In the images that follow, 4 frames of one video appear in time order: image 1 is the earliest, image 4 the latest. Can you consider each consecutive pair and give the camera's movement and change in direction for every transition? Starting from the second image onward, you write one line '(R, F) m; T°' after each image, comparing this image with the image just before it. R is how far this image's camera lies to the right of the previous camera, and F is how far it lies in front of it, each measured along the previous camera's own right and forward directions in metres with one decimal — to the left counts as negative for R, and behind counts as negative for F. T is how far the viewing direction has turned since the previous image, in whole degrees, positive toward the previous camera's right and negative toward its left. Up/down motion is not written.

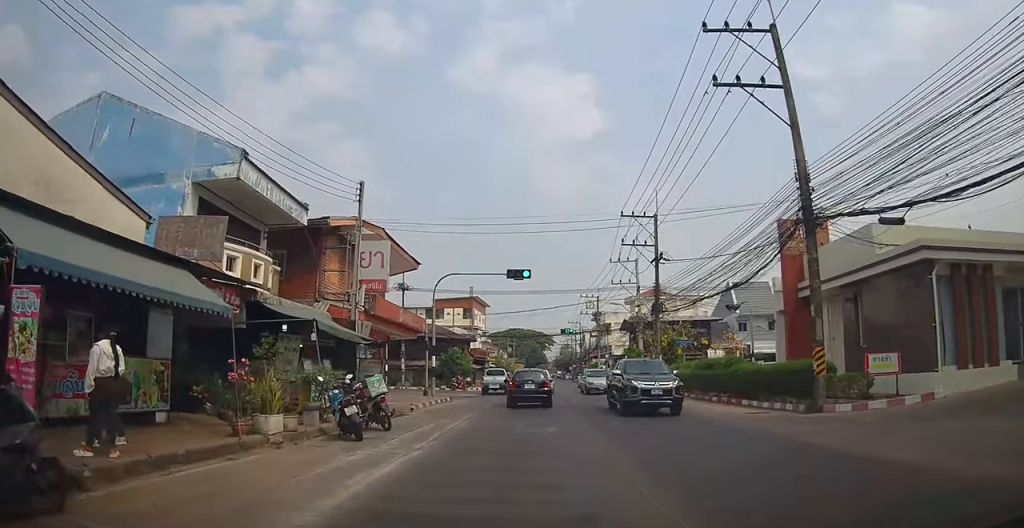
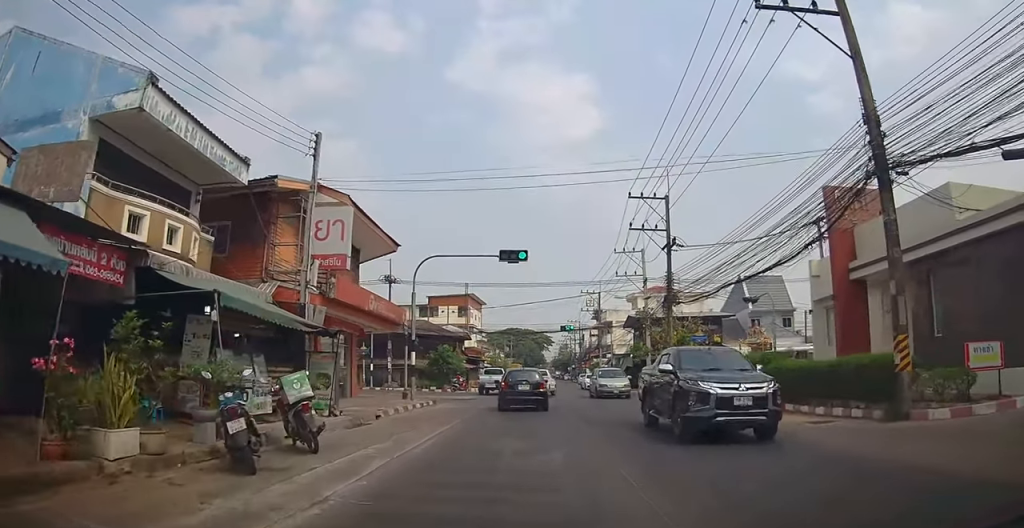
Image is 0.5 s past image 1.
(0.0, +4.5) m; 0°
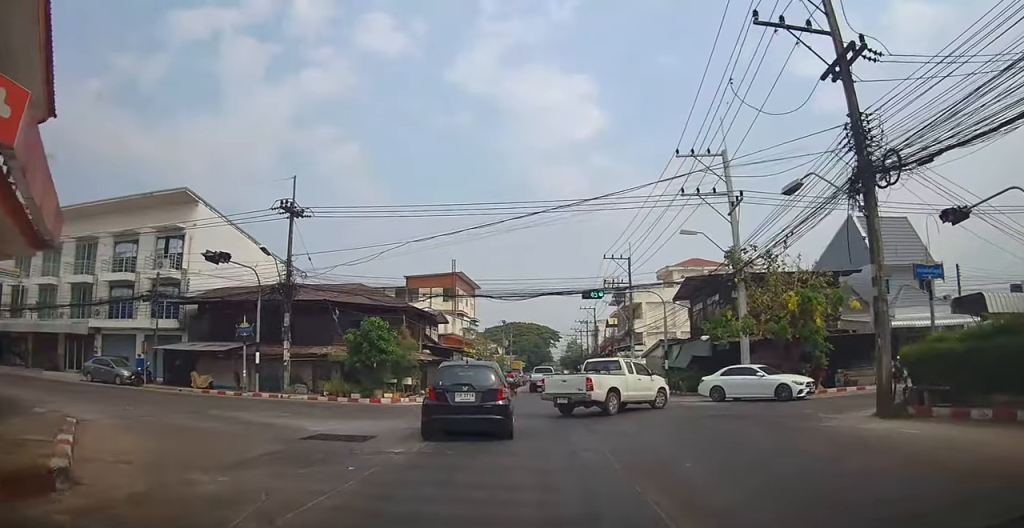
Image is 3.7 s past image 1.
(-1.5, +24.0) m; -1°
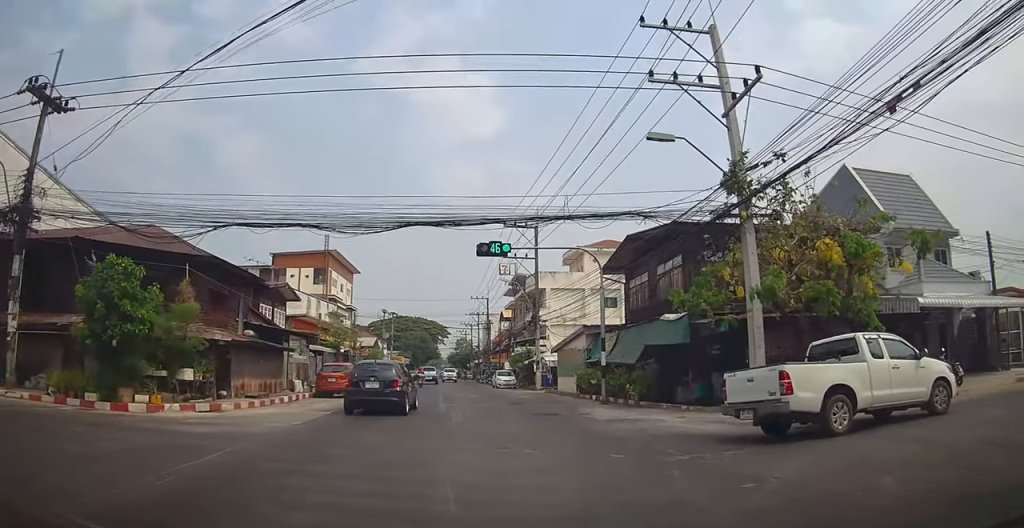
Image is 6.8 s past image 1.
(+1.6, +15.3) m; +20°
